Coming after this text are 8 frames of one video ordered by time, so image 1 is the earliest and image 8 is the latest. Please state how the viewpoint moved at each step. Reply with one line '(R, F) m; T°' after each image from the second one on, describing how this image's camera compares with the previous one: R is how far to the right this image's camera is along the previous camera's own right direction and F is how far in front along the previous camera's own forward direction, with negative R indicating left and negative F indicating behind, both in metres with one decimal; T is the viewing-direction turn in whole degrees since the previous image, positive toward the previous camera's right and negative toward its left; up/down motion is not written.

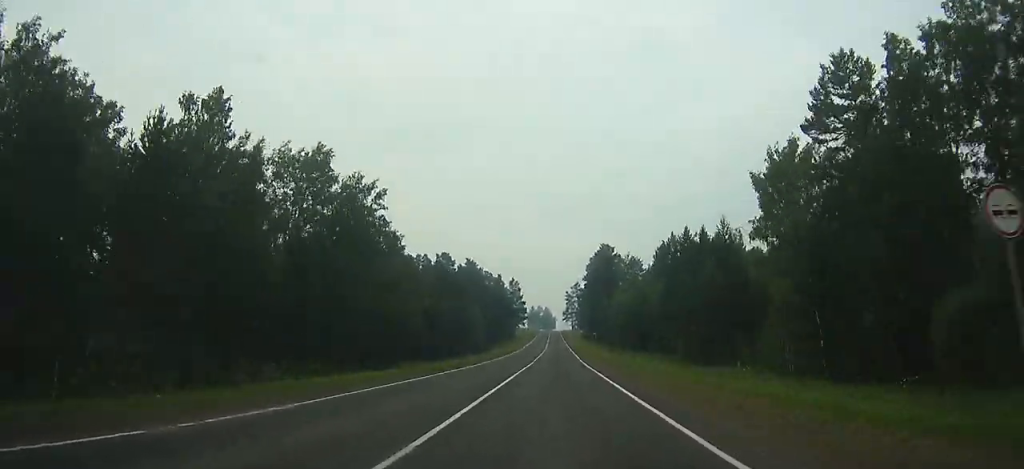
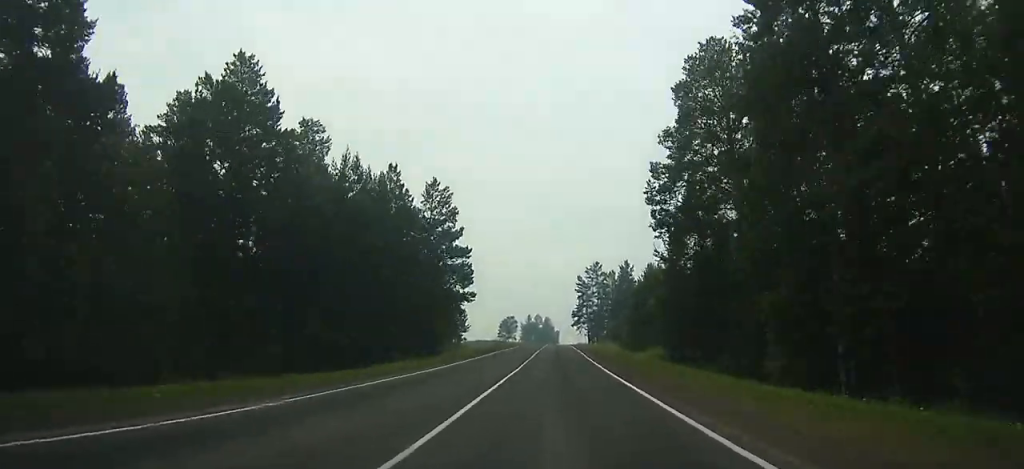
(-39.6, +111.9) m; -20°
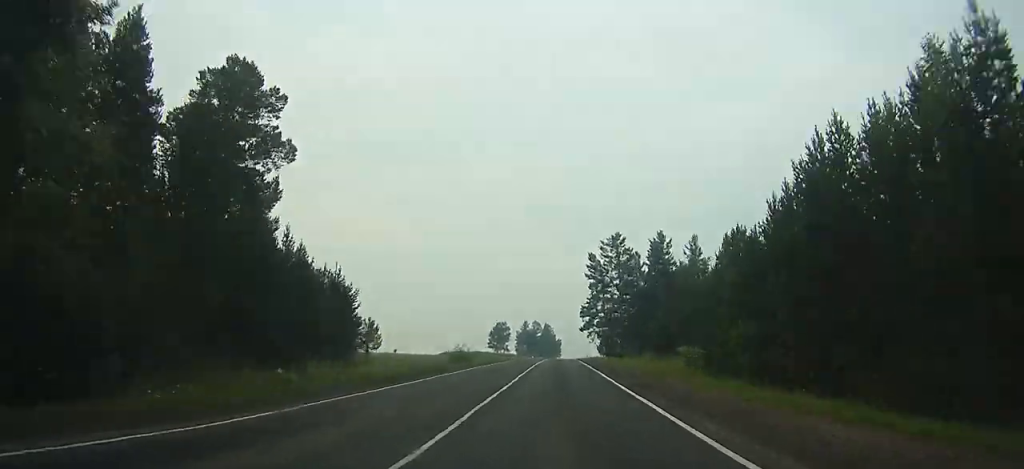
(+11.0, +52.8) m; +11°
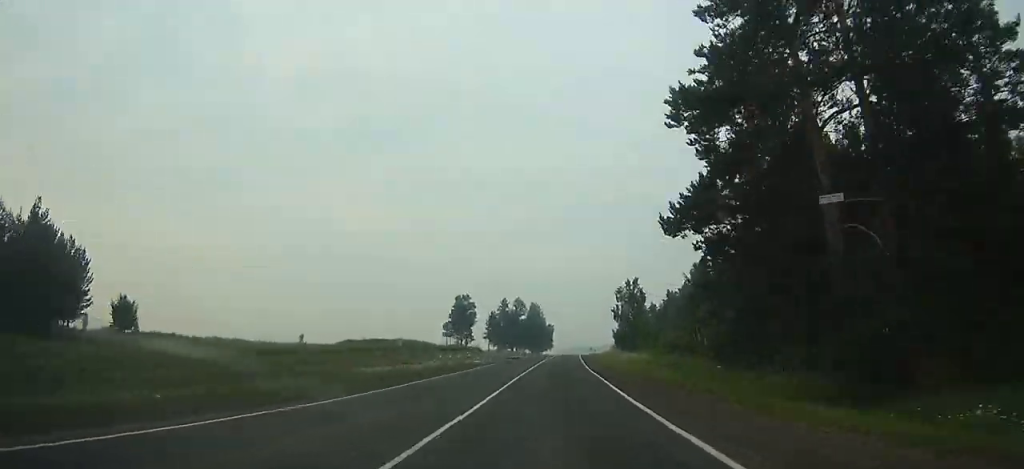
(+9.7, +92.5) m; +8°
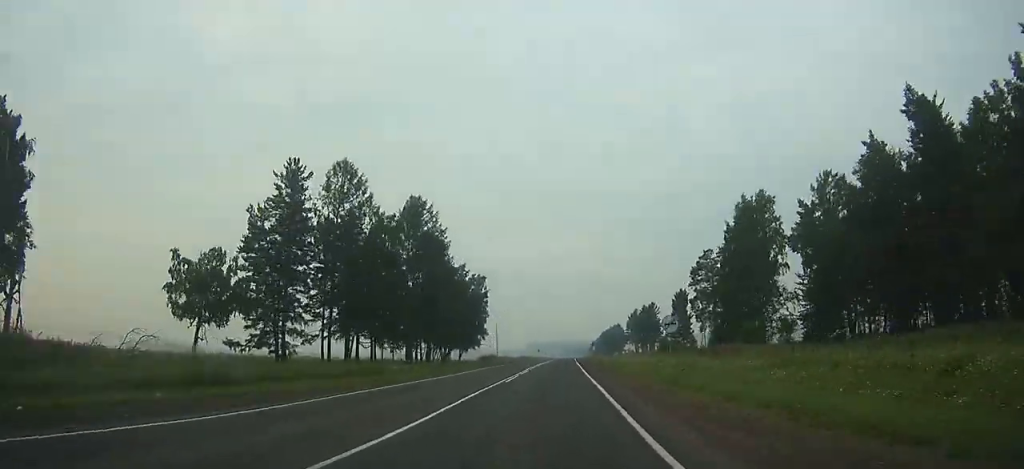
(+5.7, +166.8) m; +3°
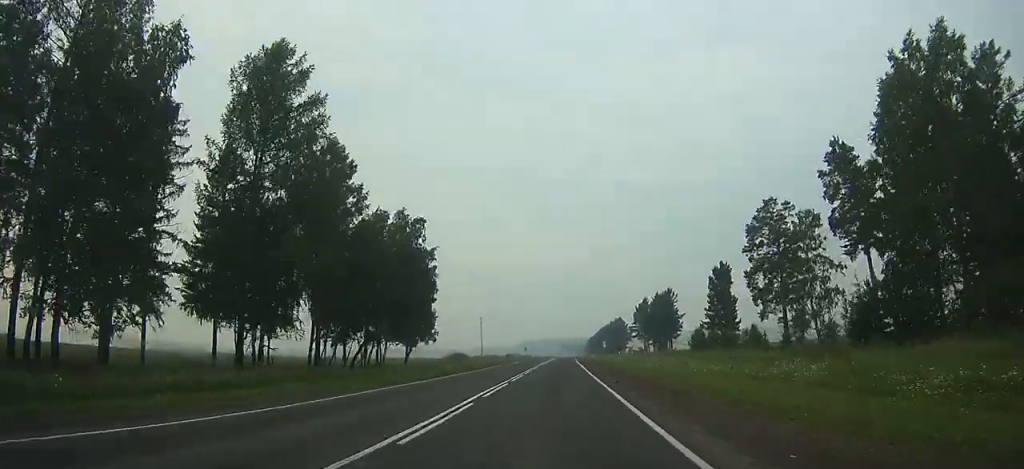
(+0.3, +39.1) m; 0°
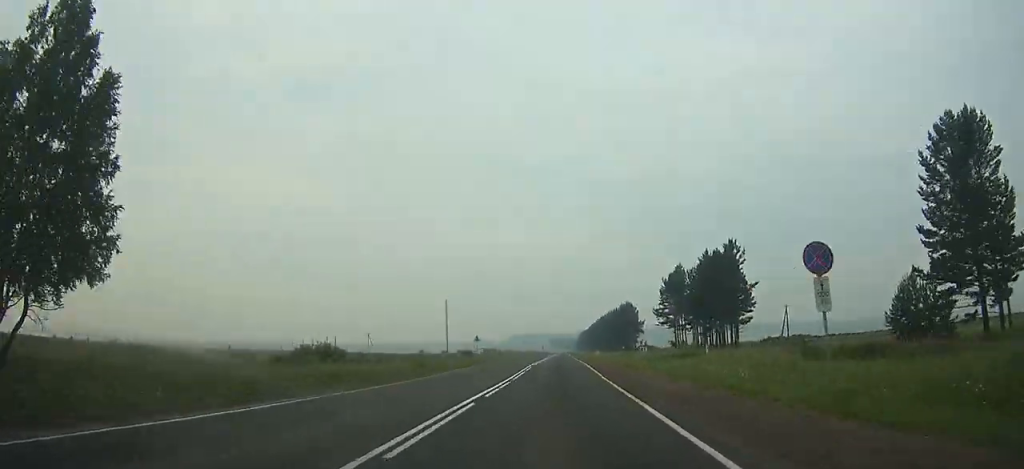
(+0.4, +63.5) m; +1°
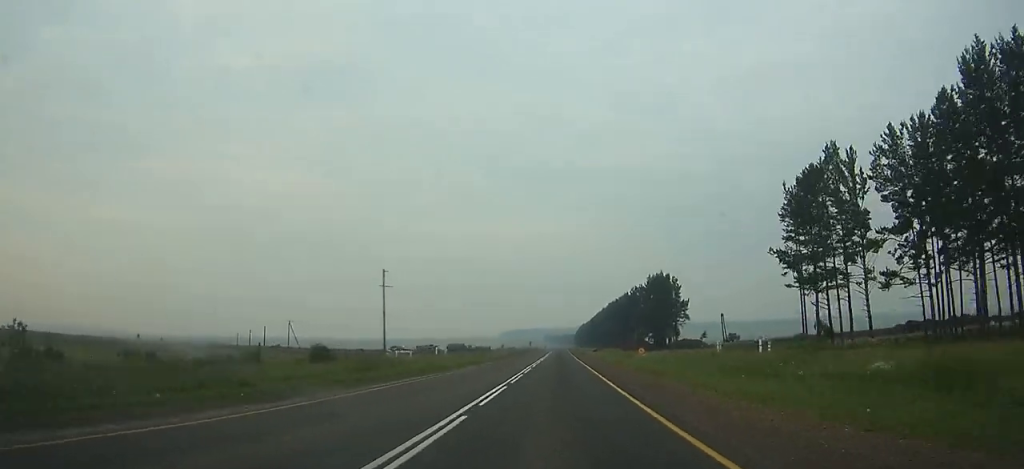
(+0.4, +72.4) m; 0°
